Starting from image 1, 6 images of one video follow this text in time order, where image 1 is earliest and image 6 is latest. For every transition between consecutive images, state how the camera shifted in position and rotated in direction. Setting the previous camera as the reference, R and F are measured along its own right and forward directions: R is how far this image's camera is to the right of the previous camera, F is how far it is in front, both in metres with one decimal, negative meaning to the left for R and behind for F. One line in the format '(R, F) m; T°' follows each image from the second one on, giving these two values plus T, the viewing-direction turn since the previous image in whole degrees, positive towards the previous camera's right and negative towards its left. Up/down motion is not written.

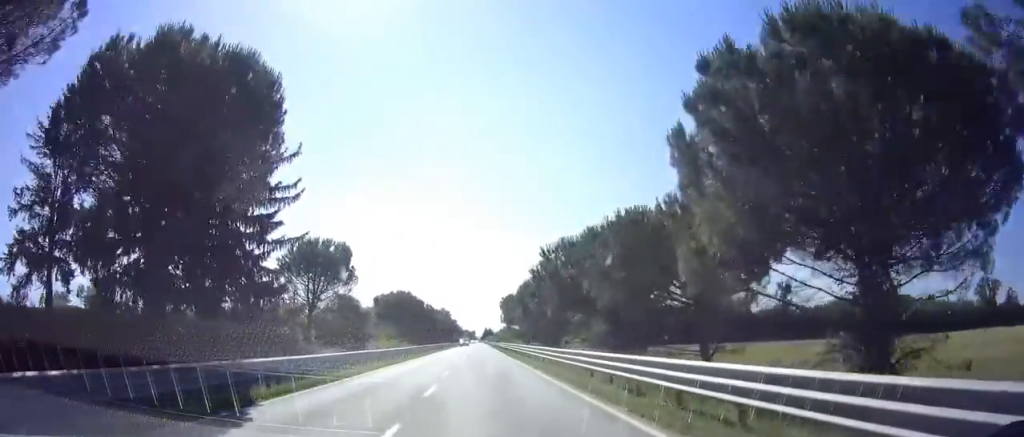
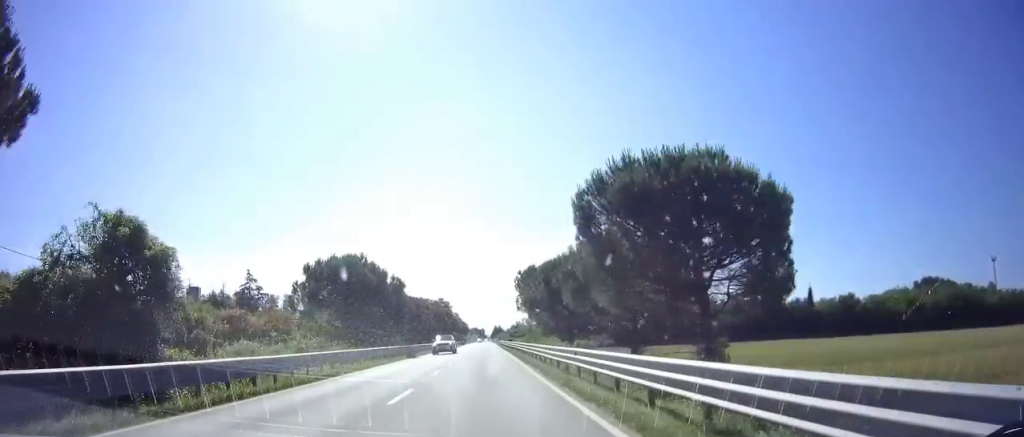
(0.0, +32.5) m; -1°
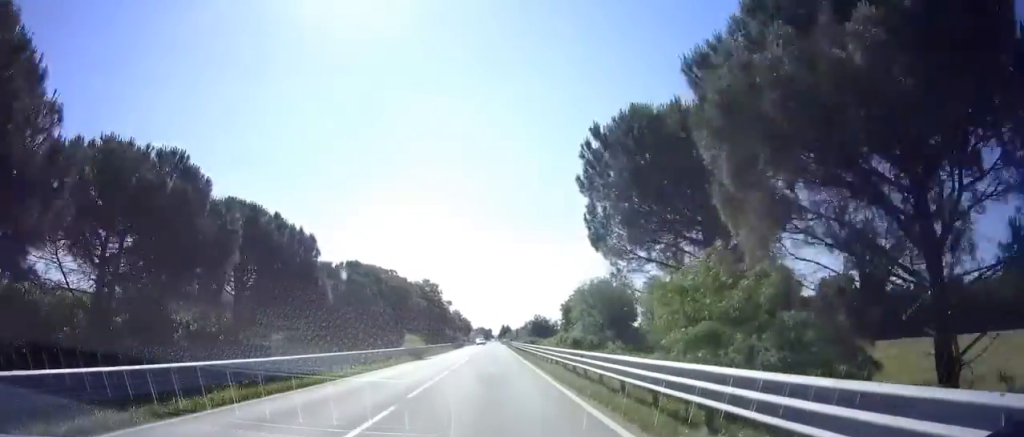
(-0.5, +39.2) m; -1°
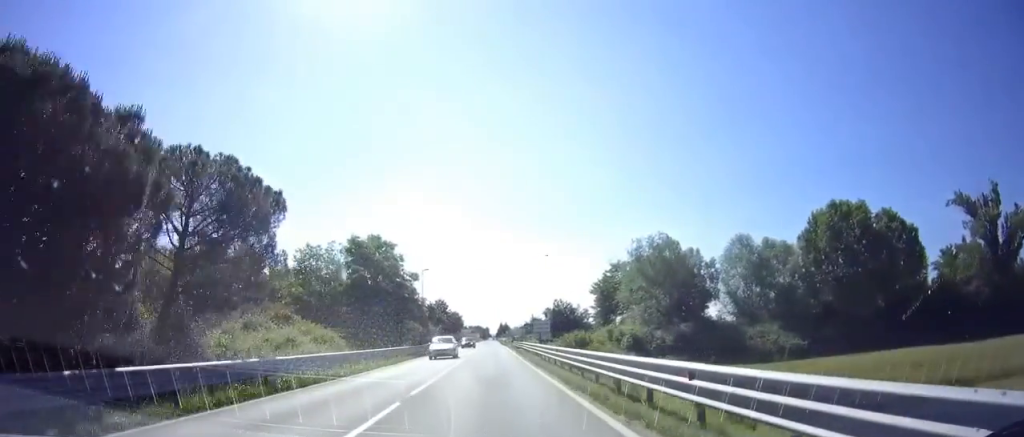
(-0.1, +36.0) m; 0°
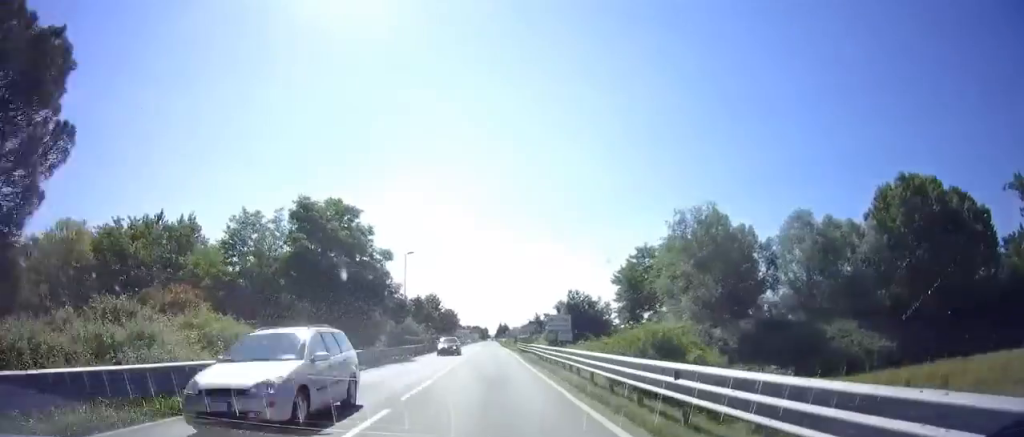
(0.0, +12.8) m; 0°
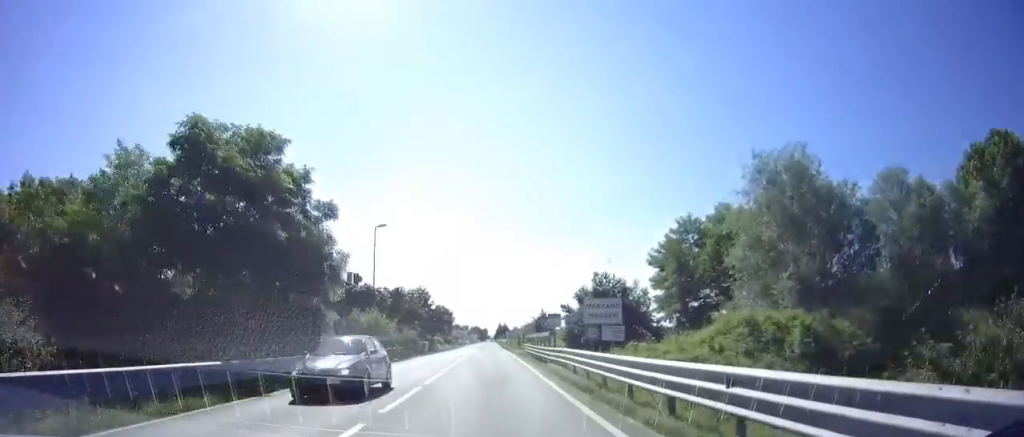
(0.0, +13.5) m; 0°
